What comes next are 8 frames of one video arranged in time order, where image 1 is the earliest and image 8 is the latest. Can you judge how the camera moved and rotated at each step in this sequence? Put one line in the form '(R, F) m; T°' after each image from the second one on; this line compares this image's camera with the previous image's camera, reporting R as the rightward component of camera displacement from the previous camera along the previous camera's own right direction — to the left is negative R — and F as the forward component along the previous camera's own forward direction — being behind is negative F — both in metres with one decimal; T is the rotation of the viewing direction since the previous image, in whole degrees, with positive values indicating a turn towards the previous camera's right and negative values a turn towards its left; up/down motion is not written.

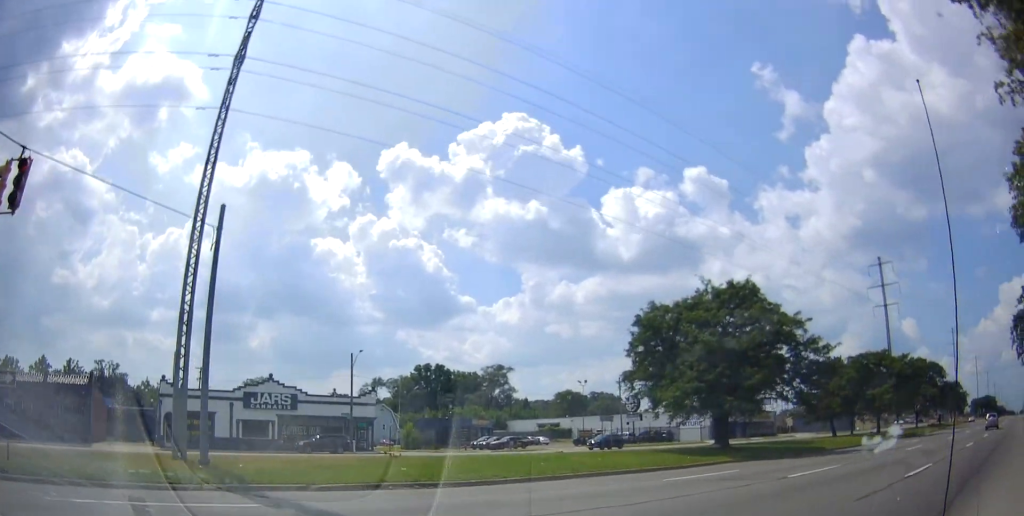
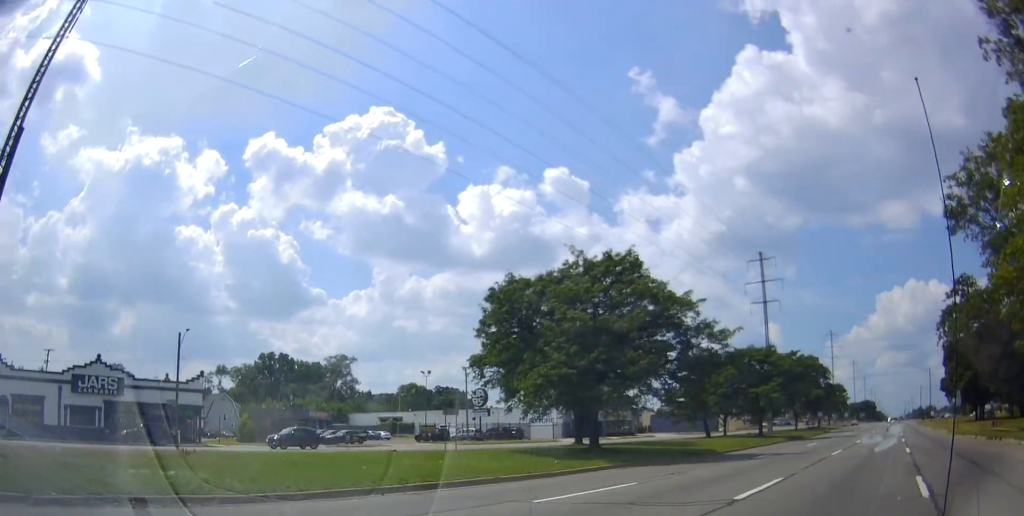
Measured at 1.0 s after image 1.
(-0.1, +5.0) m; +4°
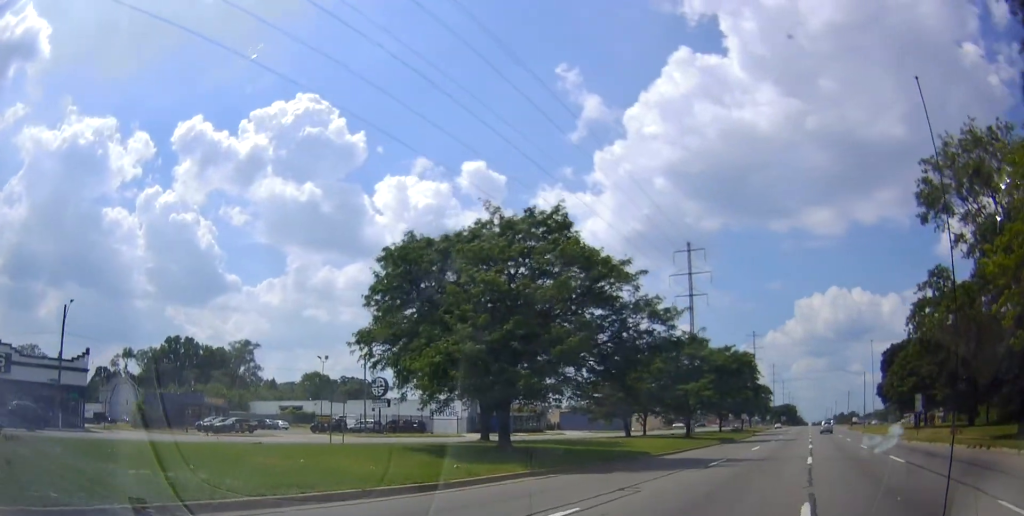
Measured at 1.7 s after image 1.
(+0.3, +4.7) m; +10°
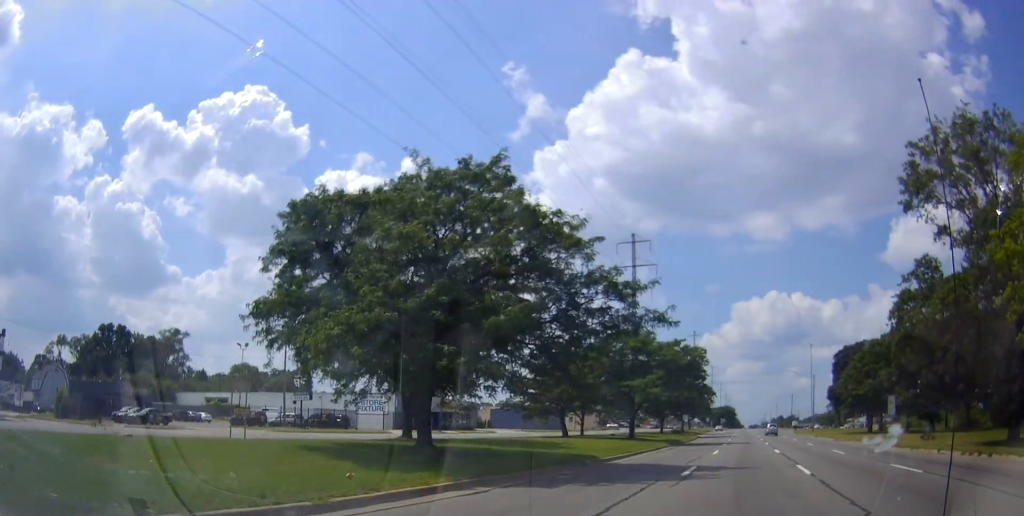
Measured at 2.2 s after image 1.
(+0.1, +3.7) m; +8°
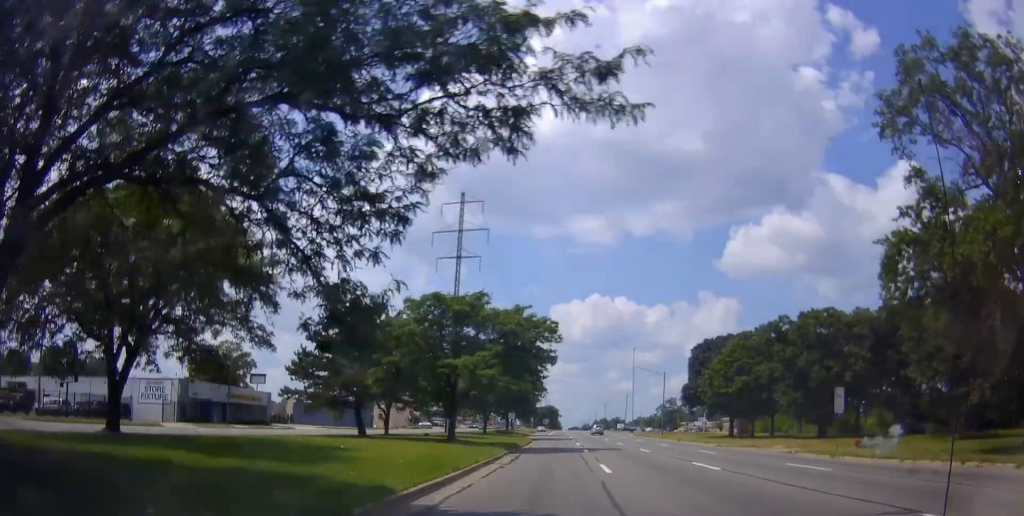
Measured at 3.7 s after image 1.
(+1.7, +12.6) m; +13°
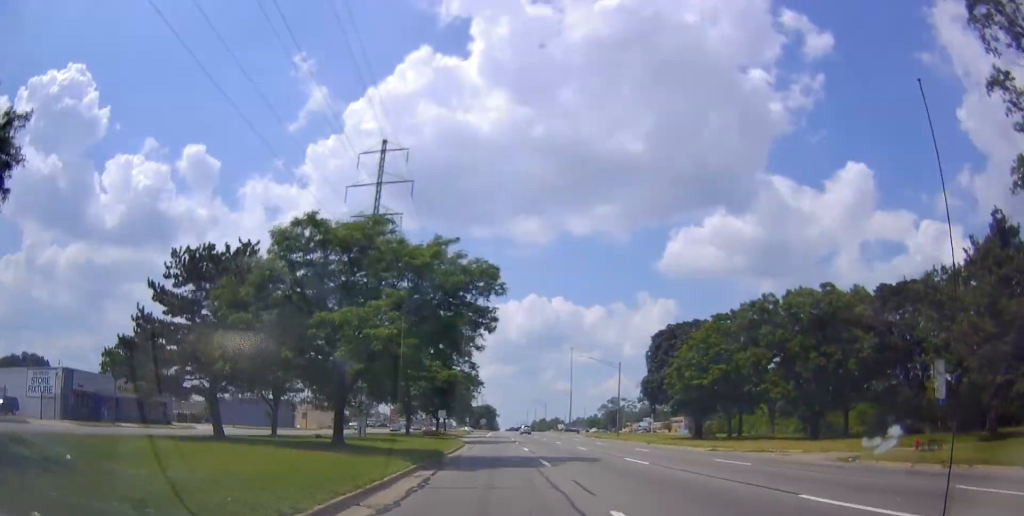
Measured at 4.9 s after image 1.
(+1.2, +11.8) m; +12°
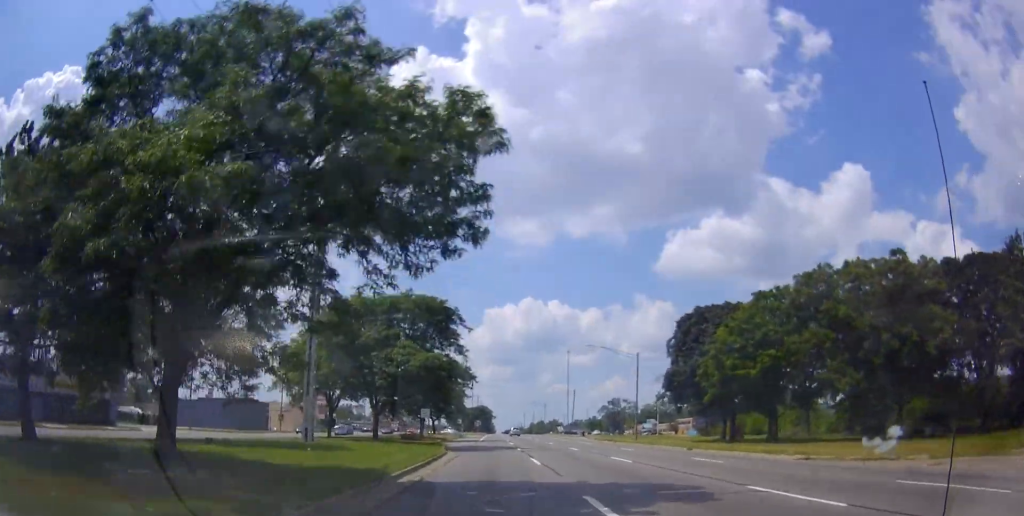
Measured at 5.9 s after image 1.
(+0.9, +12.3) m; +5°
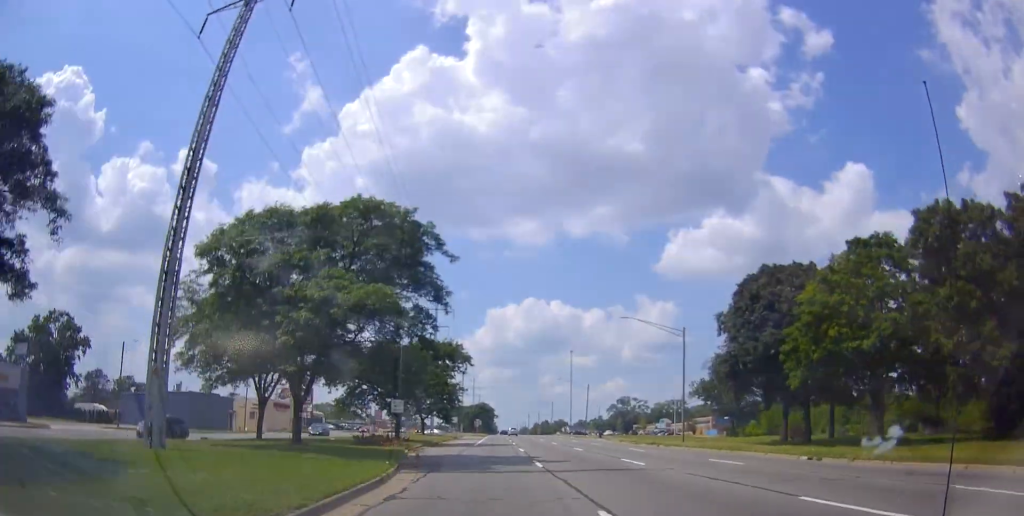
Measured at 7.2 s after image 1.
(0.0, +16.4) m; -2°
